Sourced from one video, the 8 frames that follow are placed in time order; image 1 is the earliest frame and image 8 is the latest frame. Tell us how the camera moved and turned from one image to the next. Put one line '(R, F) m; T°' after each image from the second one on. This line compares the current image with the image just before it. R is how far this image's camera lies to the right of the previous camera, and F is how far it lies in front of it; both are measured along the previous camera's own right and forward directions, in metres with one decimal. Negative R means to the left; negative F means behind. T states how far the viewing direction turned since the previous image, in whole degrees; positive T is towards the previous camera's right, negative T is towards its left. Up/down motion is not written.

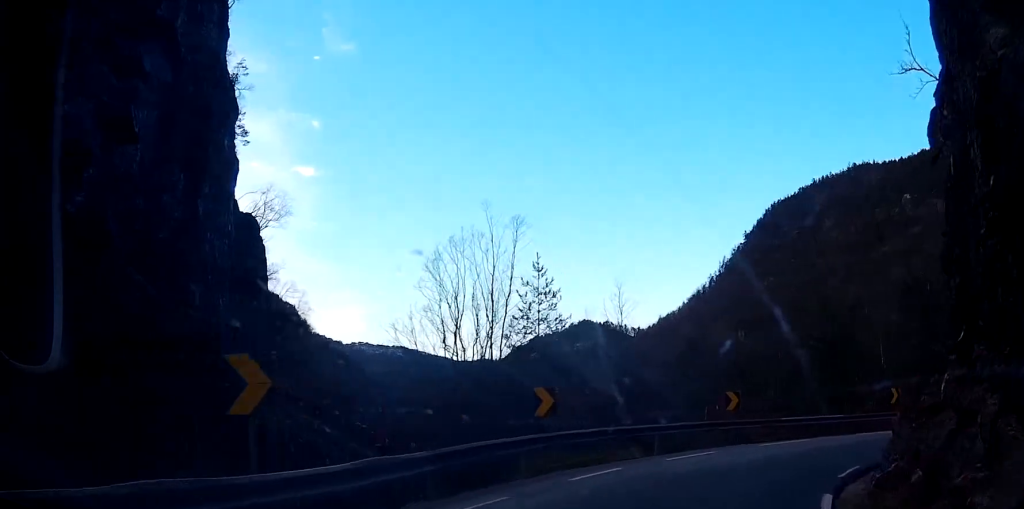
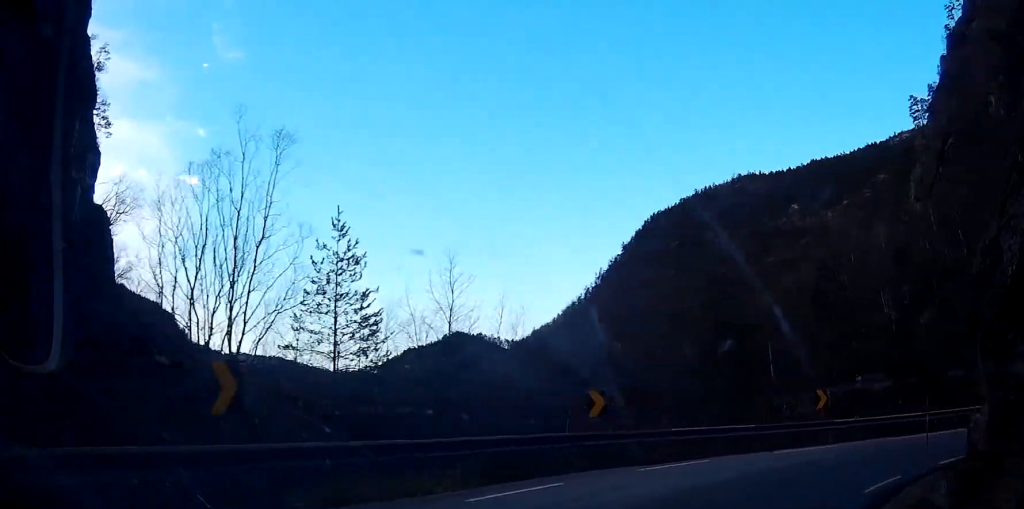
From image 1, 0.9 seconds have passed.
(+0.6, +10.3) m; +8°
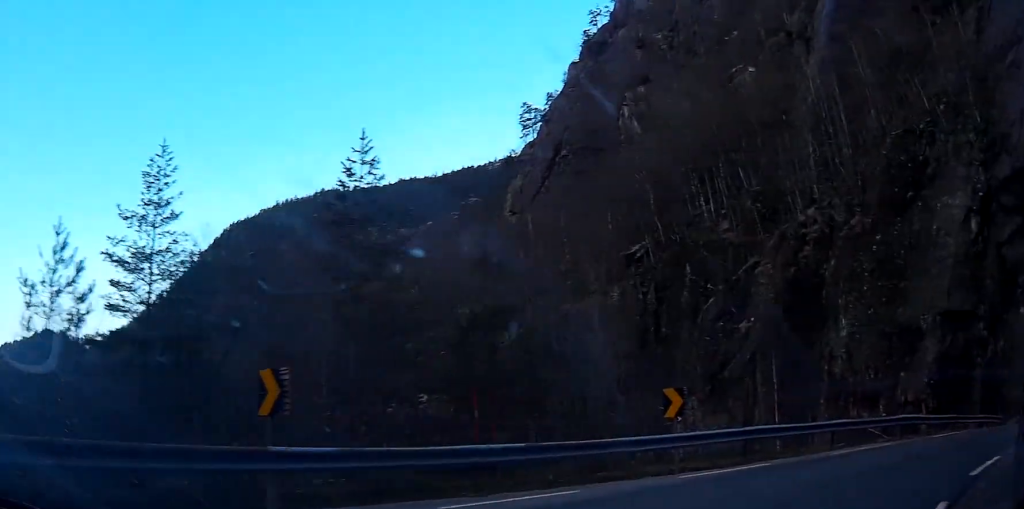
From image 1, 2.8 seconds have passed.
(+3.0, +17.0) m; +19°
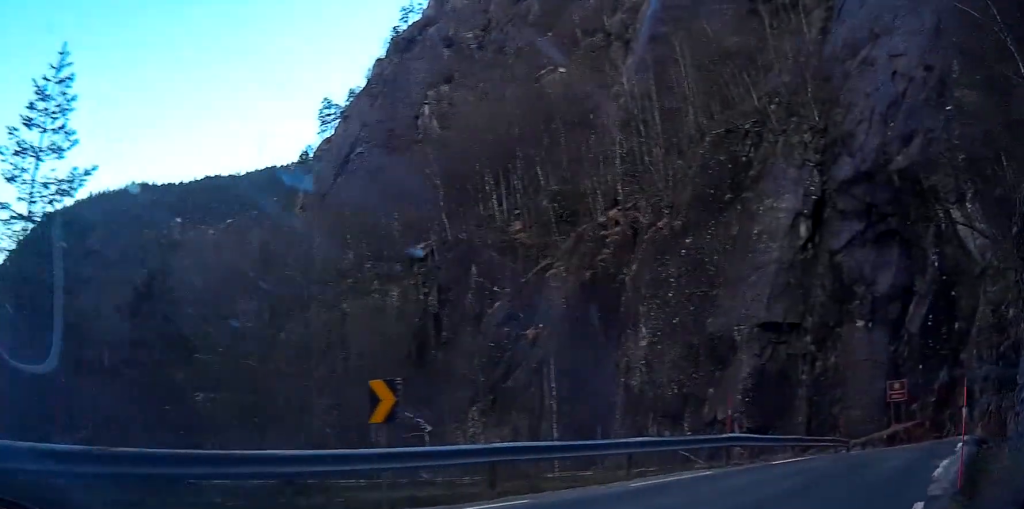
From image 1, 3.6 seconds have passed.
(+0.4, +5.7) m; +4°
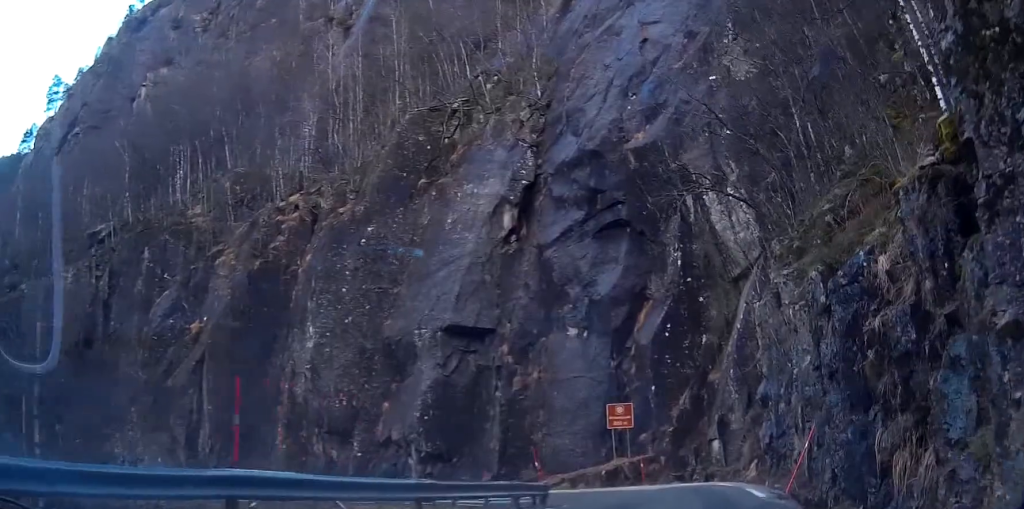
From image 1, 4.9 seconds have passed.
(+0.8, +9.0) m; +17°
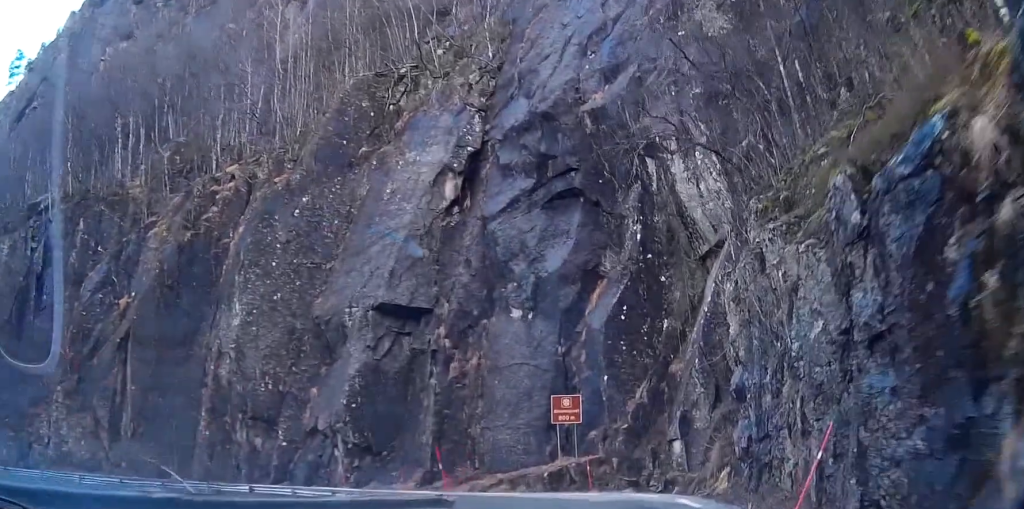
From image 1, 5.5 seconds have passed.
(+0.3, +4.6) m; +14°
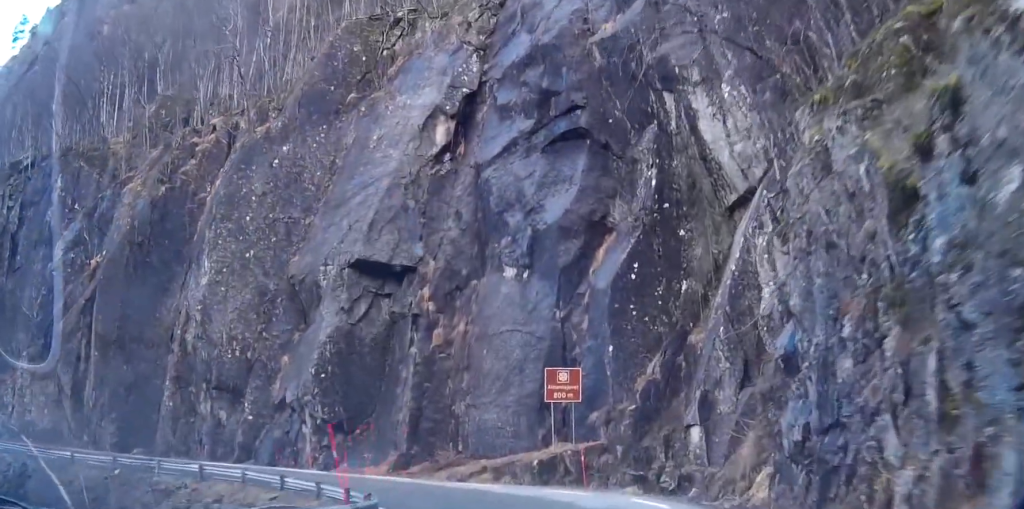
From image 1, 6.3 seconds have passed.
(+1.0, +5.6) m; +3°
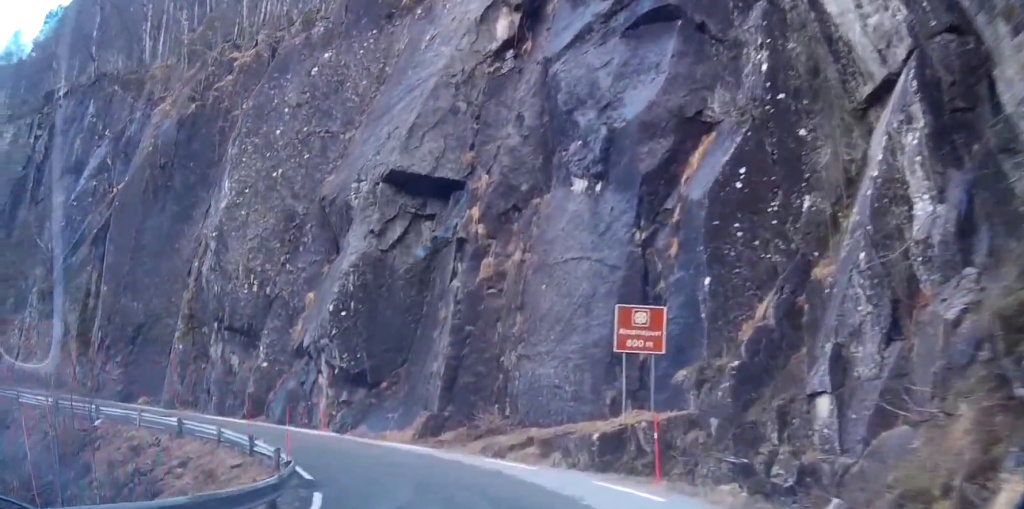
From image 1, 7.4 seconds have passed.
(-0.4, +8.6) m; -4°
